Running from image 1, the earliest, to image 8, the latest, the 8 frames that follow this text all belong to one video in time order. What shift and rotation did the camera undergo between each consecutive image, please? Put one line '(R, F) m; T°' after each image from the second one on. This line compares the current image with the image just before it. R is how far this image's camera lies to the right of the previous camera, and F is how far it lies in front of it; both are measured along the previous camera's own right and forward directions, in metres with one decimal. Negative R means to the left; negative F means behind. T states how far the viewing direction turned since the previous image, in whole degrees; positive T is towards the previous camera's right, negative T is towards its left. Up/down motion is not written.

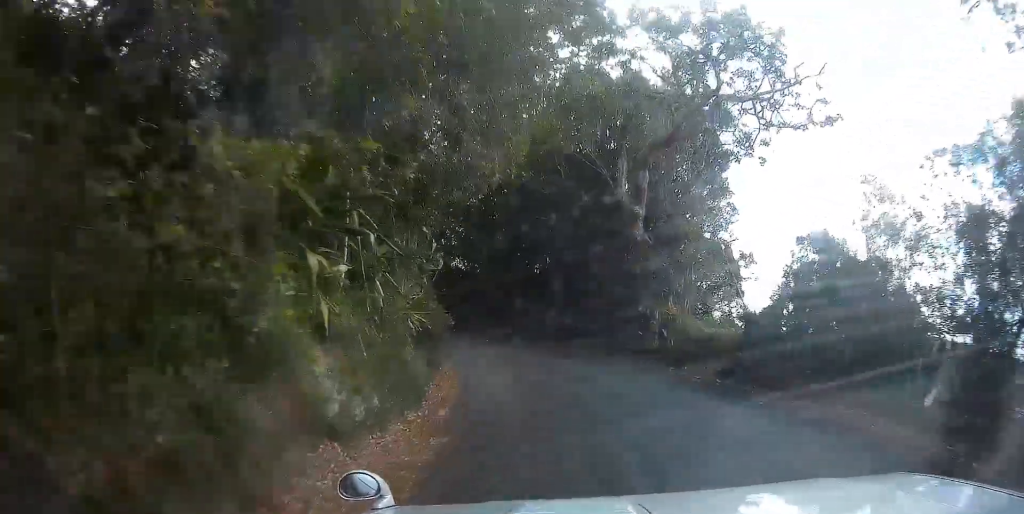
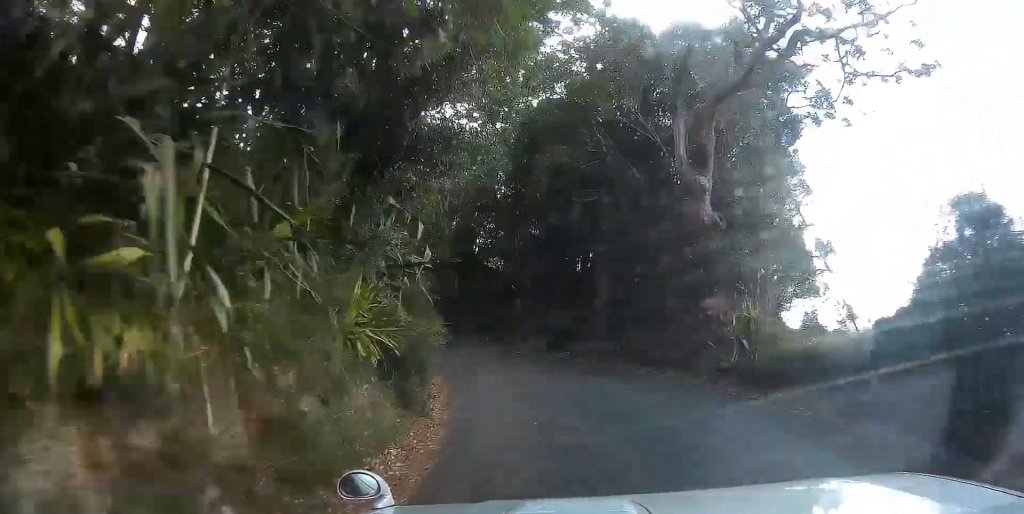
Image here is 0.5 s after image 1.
(-0.2, +4.0) m; -2°
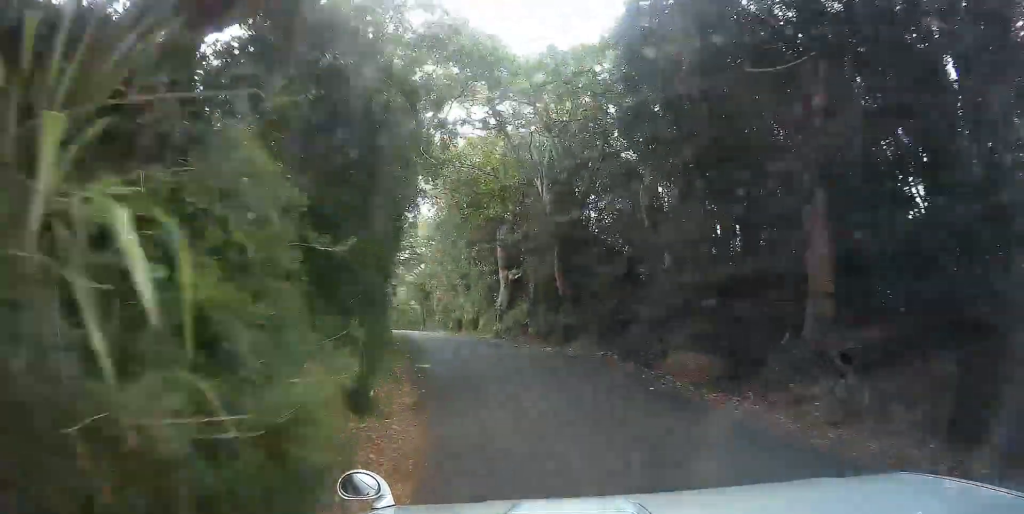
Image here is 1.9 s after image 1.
(-0.2, +9.8) m; -2°
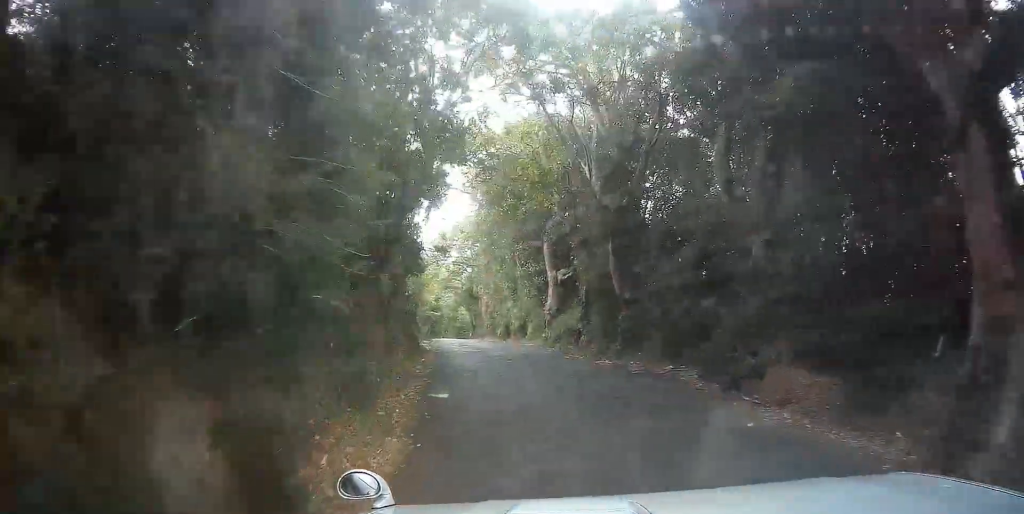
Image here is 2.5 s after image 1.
(0.0, +3.5) m; -3°
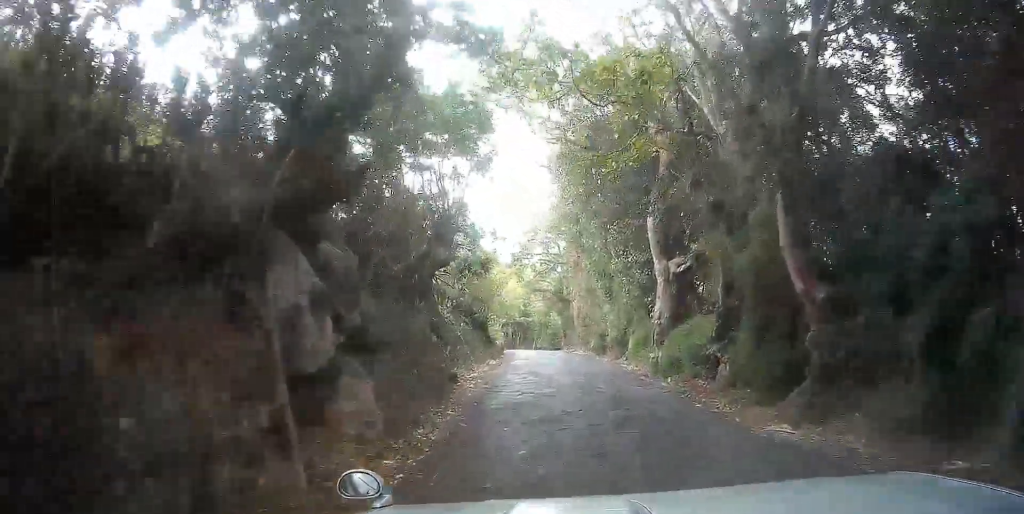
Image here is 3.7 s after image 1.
(-0.4, +7.4) m; -9°
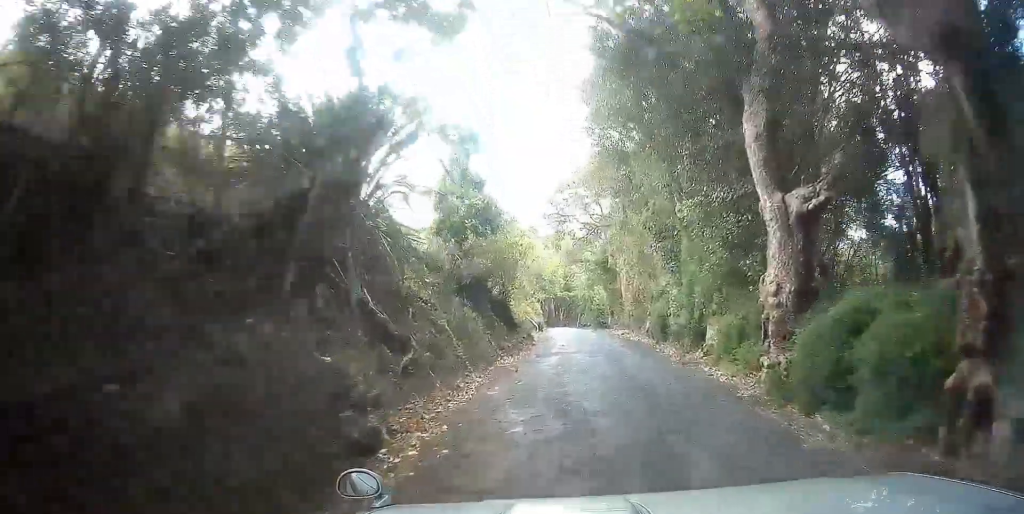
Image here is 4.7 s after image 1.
(-0.5, +6.8) m; -5°
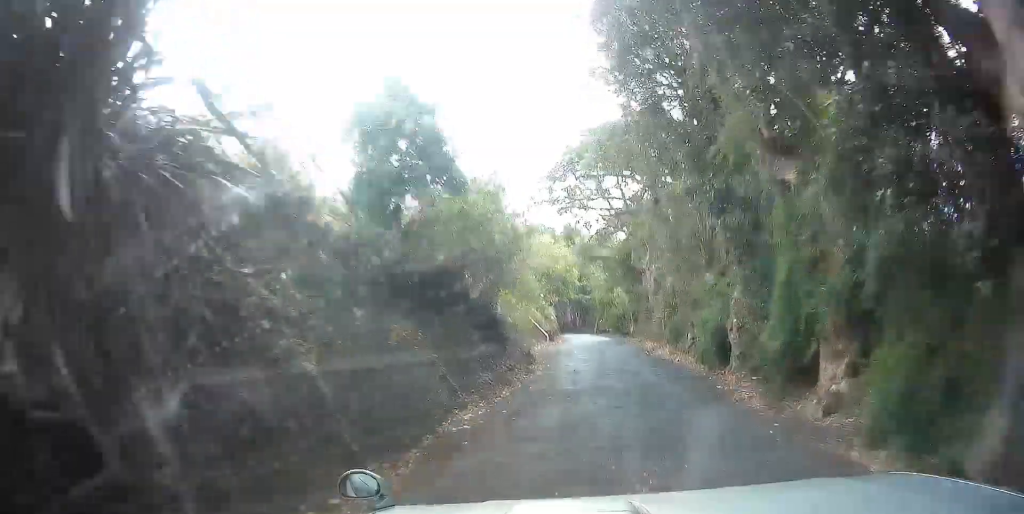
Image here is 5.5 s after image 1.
(-0.1, +6.3) m; -1°
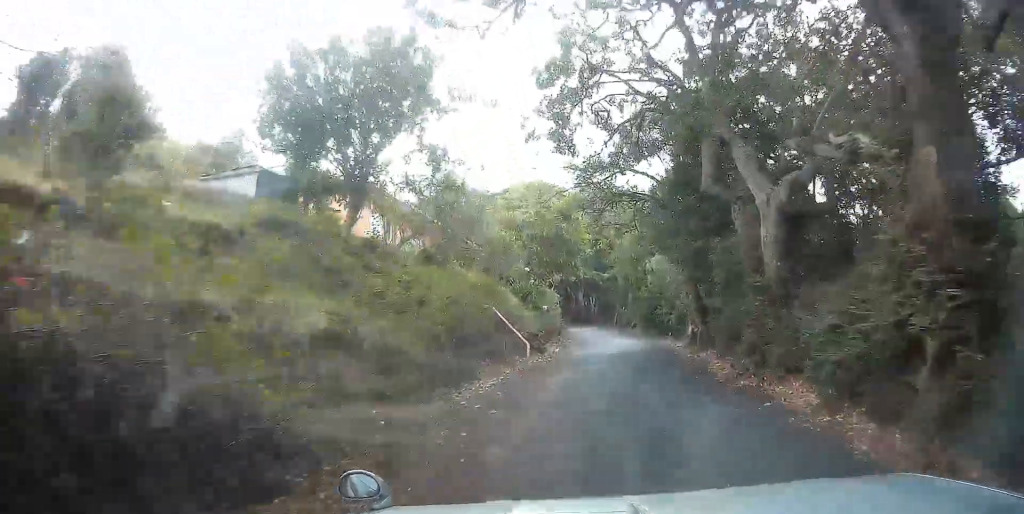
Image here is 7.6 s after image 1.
(-0.7, +17.4) m; -4°
